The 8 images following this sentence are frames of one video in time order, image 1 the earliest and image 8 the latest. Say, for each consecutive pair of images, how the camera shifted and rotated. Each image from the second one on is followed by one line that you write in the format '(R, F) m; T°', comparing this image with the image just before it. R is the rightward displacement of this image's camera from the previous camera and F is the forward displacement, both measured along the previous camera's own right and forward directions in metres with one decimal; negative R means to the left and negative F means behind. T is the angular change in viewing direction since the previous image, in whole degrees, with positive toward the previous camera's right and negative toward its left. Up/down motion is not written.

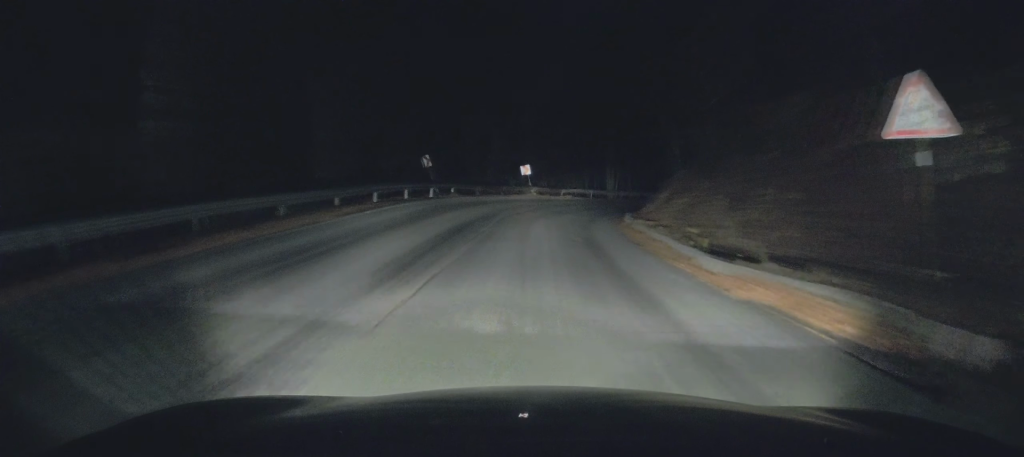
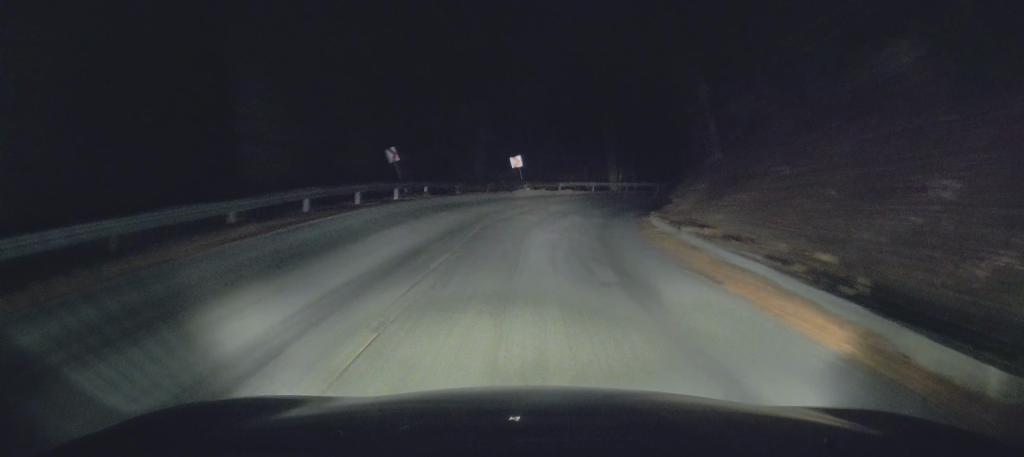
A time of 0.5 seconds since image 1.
(-0.1, +6.7) m; -1°
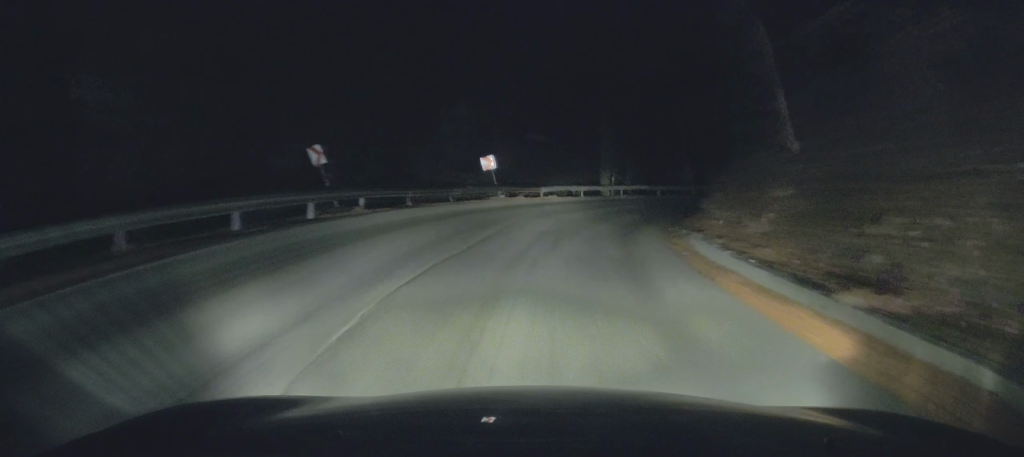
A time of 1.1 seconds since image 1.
(-0.3, +7.5) m; 0°
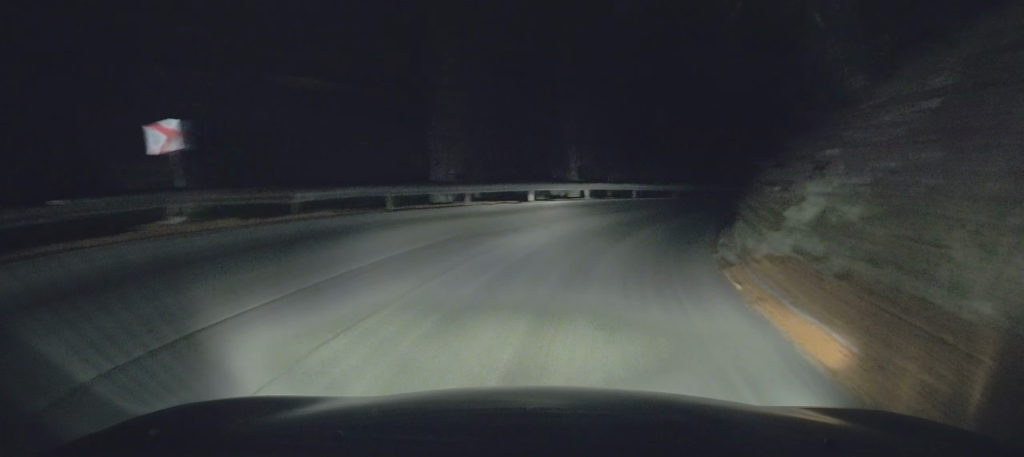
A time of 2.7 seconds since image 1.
(+1.3, +17.7) m; +12°
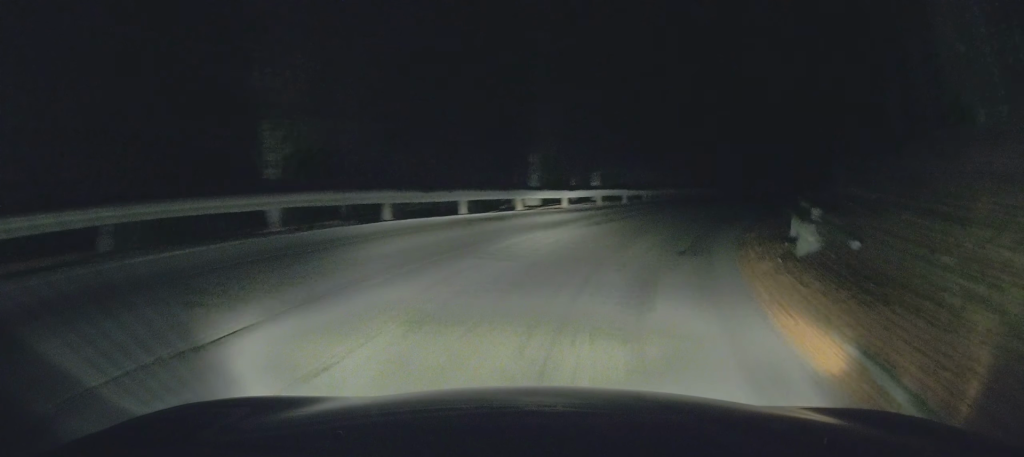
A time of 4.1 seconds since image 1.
(+1.9, +14.1) m; +19°
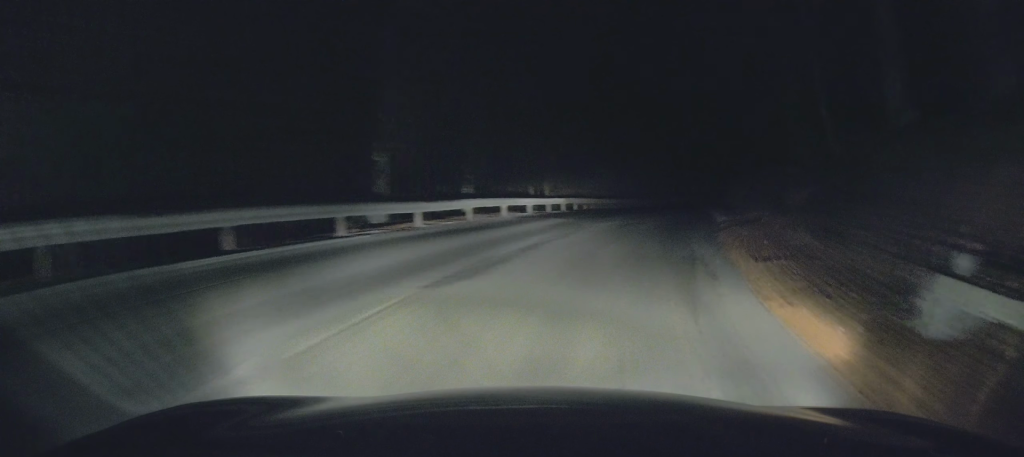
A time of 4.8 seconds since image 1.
(+0.8, +7.3) m; +11°
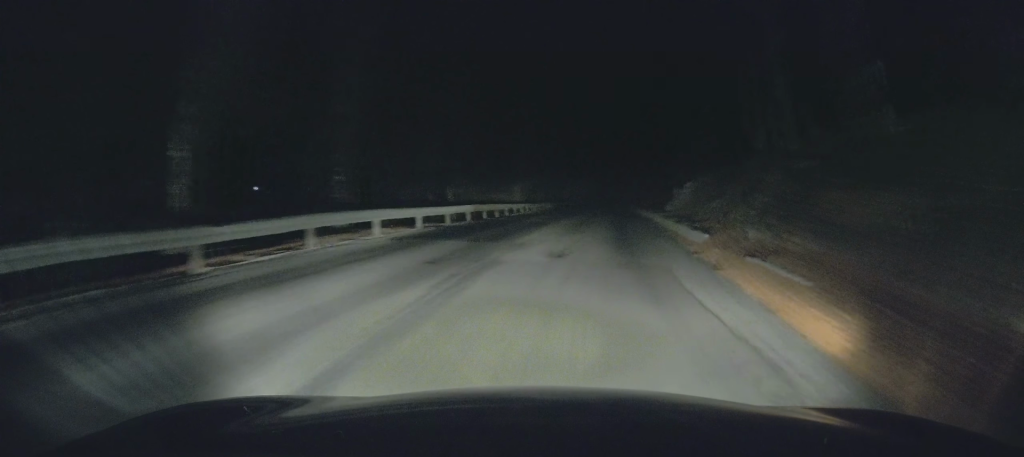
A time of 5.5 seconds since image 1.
(+0.6, +7.1) m; +8°
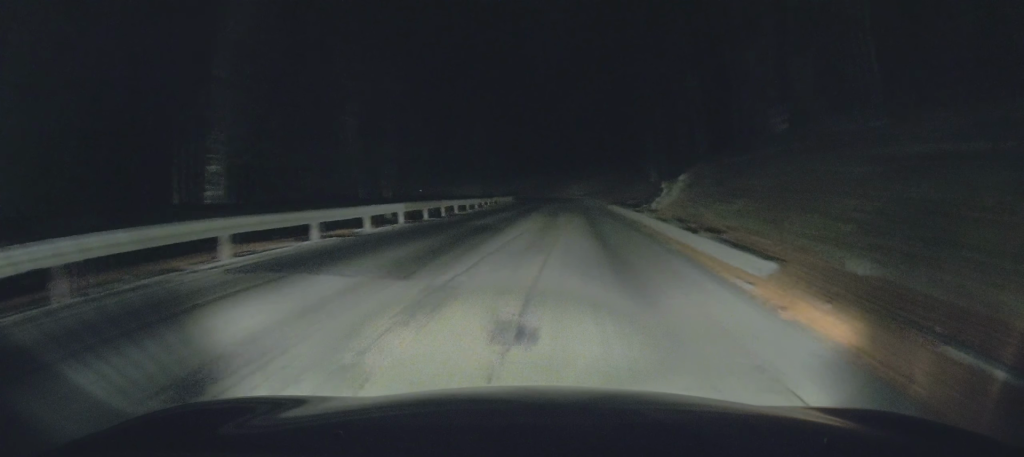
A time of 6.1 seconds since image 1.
(+0.5, +5.9) m; +4°
